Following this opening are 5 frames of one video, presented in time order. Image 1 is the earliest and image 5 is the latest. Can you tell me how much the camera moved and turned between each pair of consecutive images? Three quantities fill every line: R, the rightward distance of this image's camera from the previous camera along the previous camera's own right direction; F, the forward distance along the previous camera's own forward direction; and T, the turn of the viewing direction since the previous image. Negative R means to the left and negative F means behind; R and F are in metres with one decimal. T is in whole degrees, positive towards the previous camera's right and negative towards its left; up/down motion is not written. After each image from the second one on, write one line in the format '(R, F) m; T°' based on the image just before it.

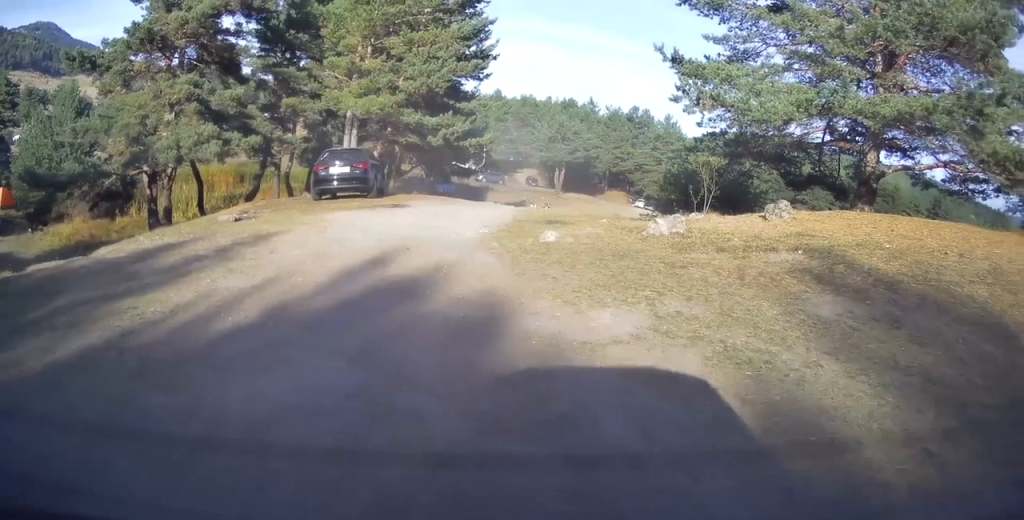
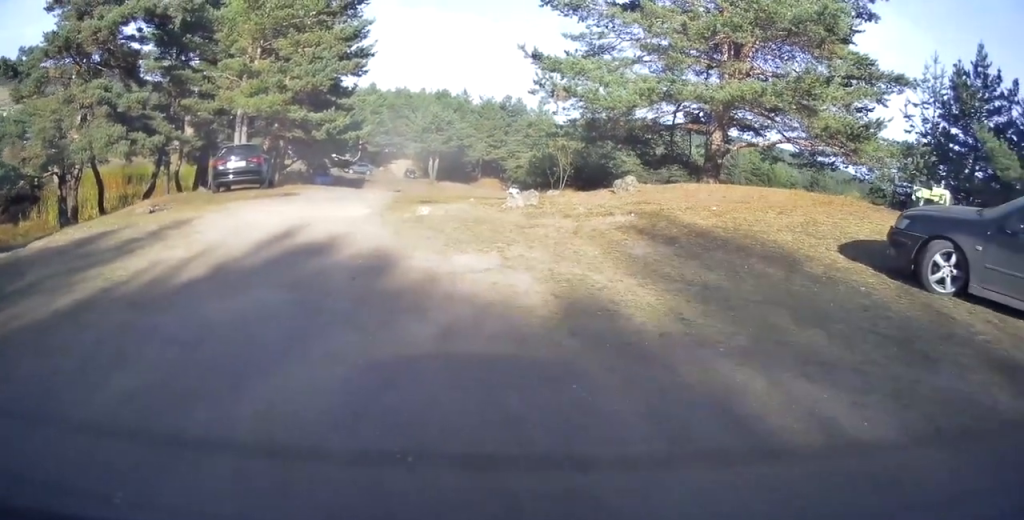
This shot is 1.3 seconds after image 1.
(0.0, +2.2) m; +14°
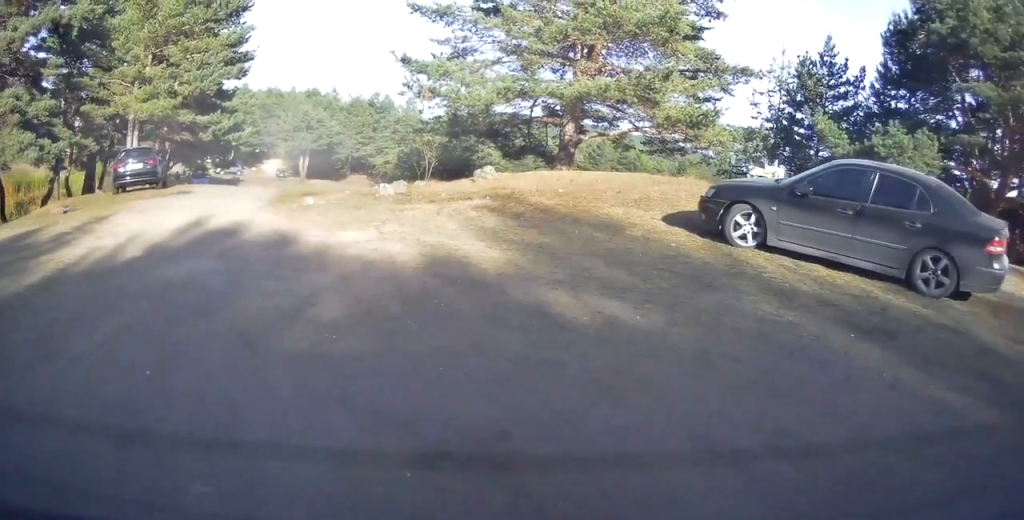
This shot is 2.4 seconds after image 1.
(+0.4, +1.8) m; +15°
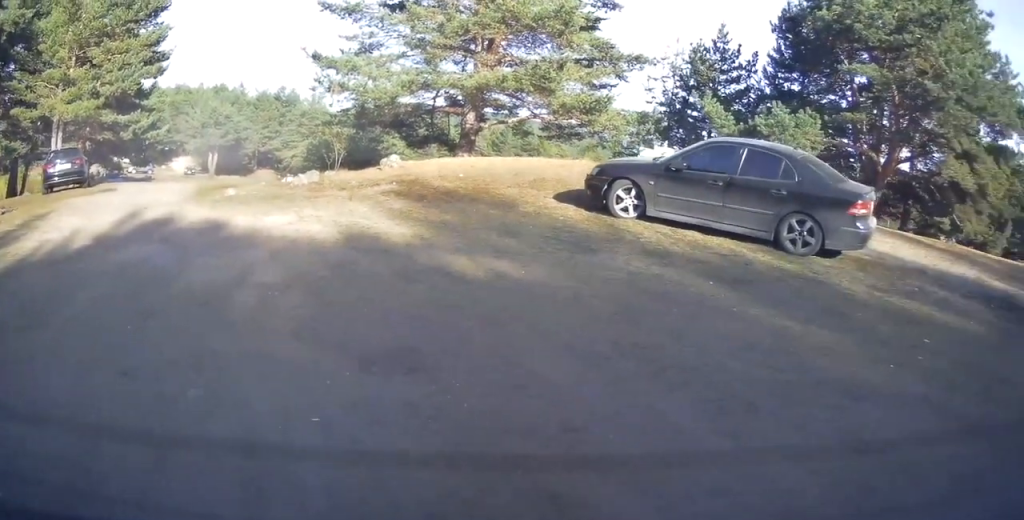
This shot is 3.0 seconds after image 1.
(0.0, +1.0) m; +7°
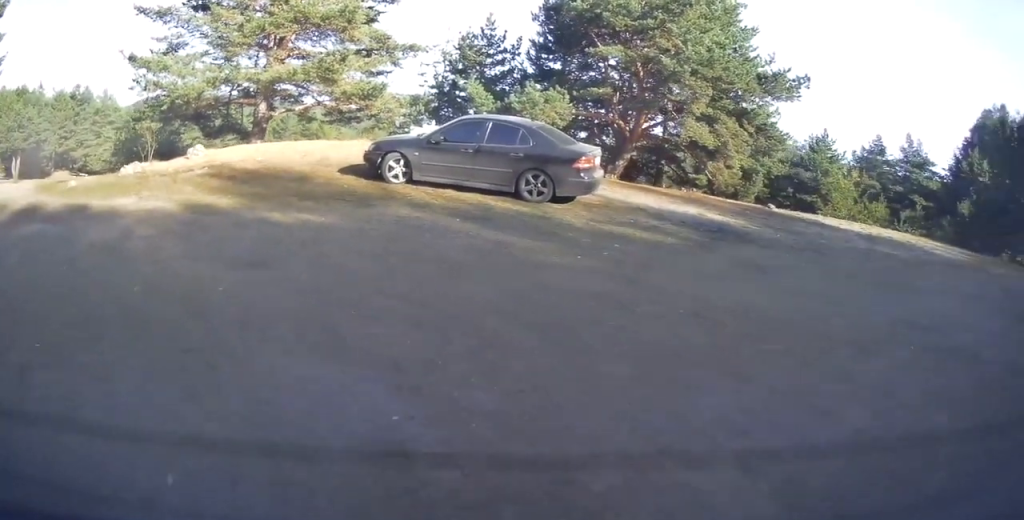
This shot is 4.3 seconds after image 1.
(+0.4, +2.2) m; +22°
